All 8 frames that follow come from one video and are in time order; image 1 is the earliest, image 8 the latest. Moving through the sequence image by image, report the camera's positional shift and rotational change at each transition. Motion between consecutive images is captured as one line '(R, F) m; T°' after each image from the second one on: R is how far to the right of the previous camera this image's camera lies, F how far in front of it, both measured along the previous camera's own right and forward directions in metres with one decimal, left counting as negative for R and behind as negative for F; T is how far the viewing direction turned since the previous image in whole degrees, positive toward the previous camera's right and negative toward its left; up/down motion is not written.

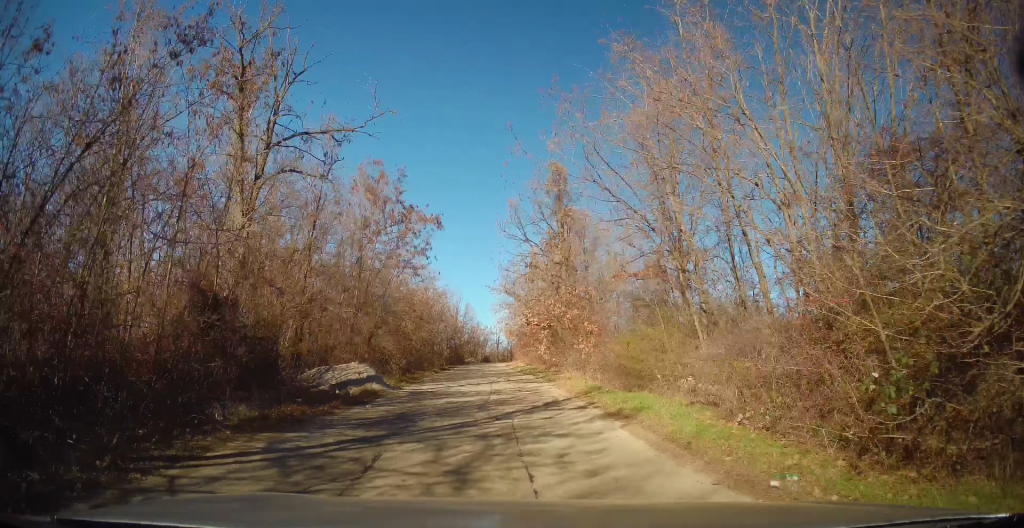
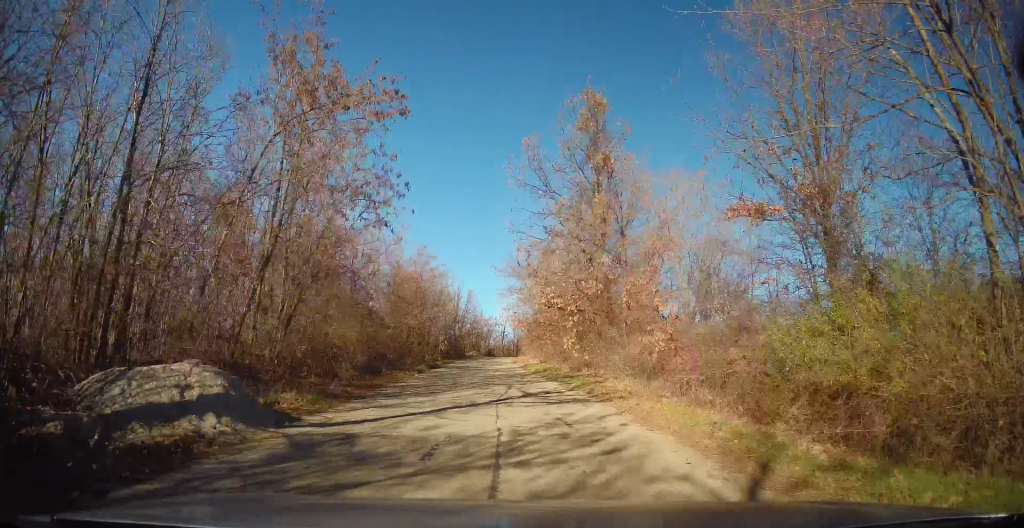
(0.0, +10.0) m; -1°
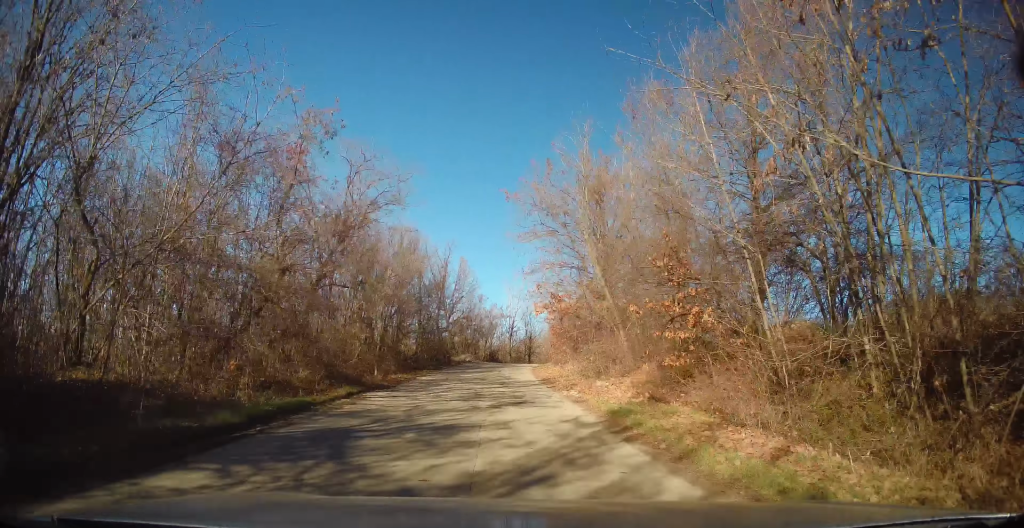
(-0.6, +26.0) m; +1°
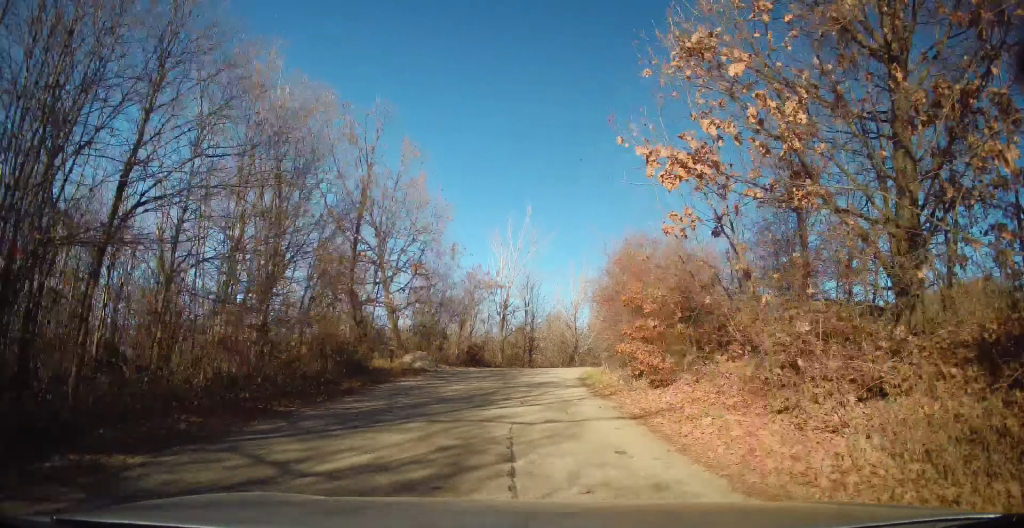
(+0.1, +24.0) m; 0°
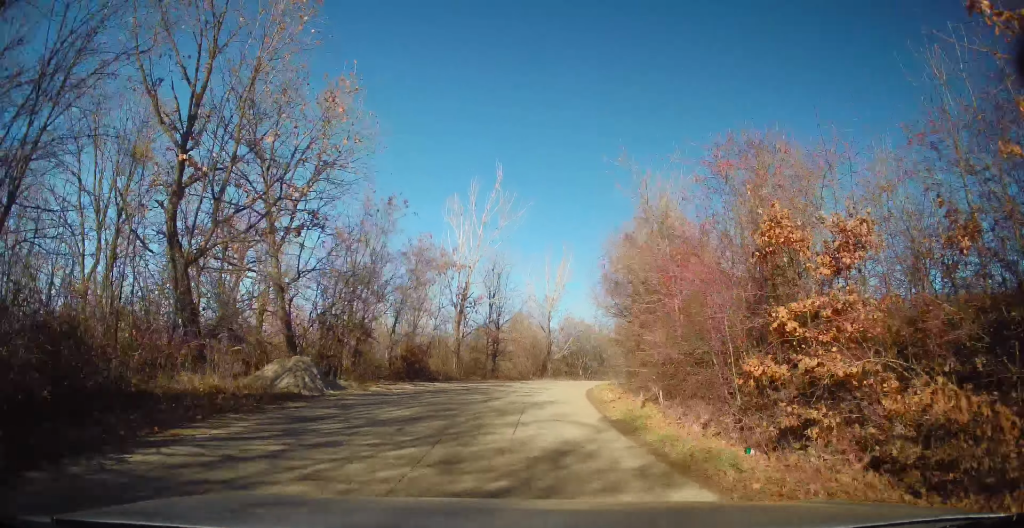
(+0.3, +9.9) m; +4°
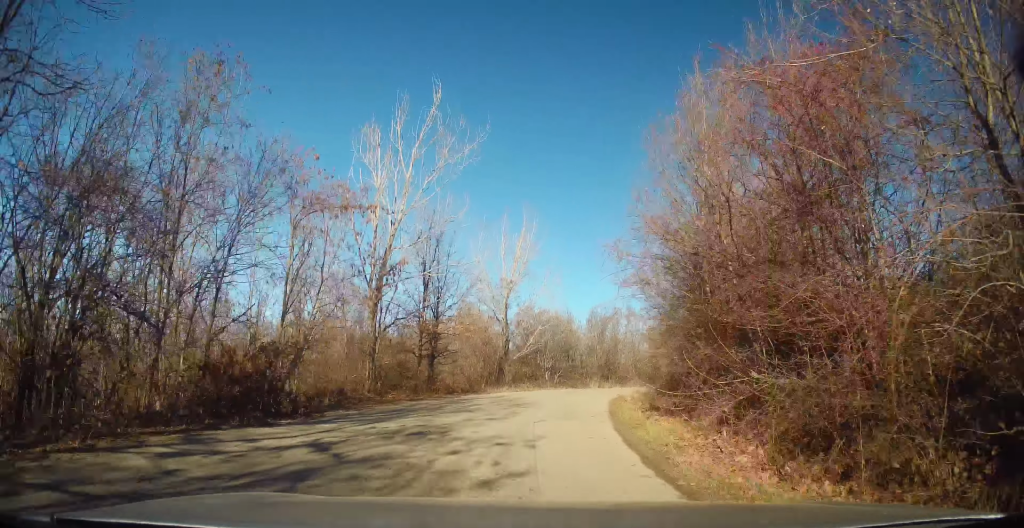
(+0.6, +11.0) m; +6°
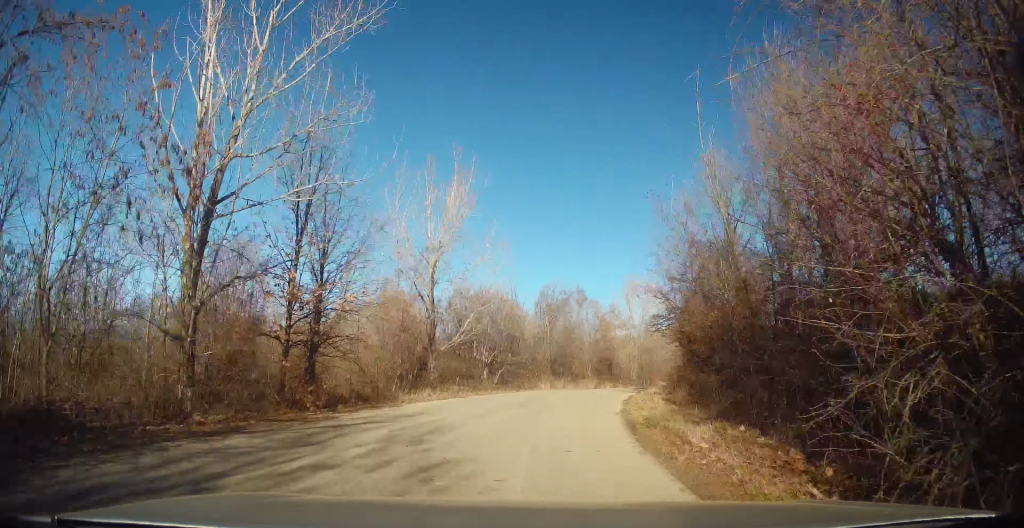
(+0.4, +9.6) m; +5°
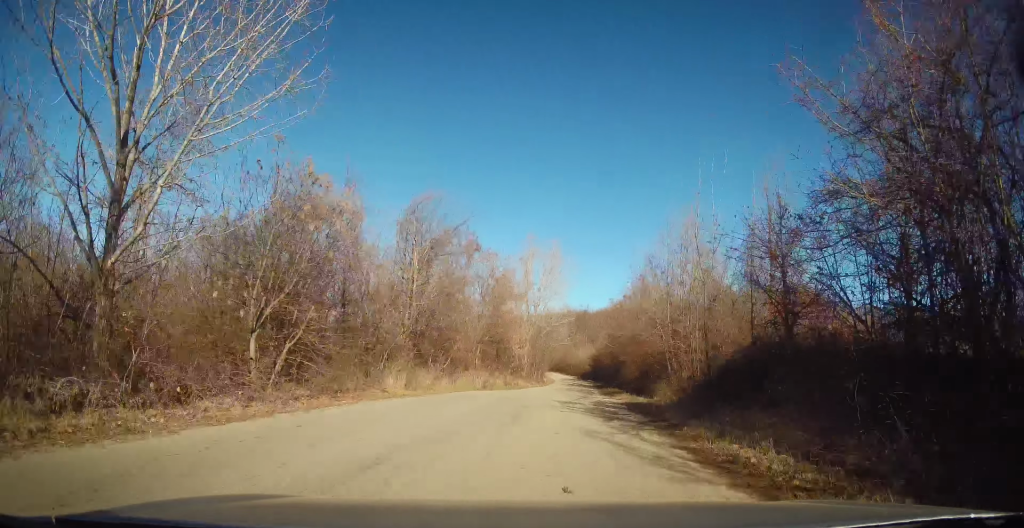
(+1.3, +17.0) m; +10°
